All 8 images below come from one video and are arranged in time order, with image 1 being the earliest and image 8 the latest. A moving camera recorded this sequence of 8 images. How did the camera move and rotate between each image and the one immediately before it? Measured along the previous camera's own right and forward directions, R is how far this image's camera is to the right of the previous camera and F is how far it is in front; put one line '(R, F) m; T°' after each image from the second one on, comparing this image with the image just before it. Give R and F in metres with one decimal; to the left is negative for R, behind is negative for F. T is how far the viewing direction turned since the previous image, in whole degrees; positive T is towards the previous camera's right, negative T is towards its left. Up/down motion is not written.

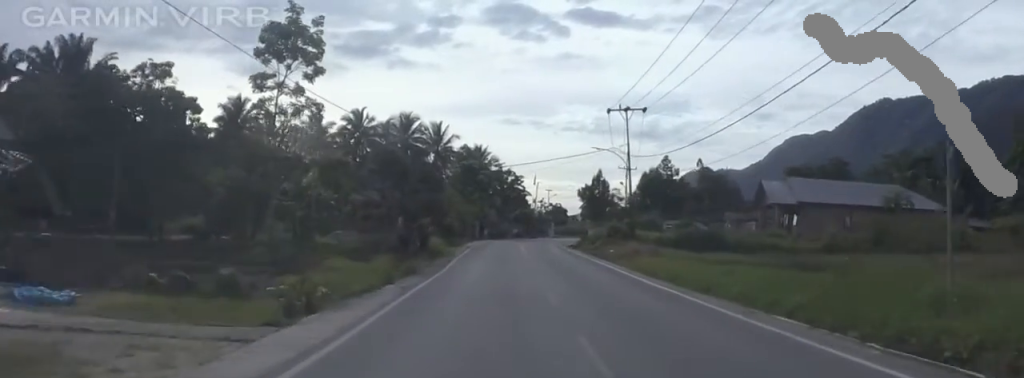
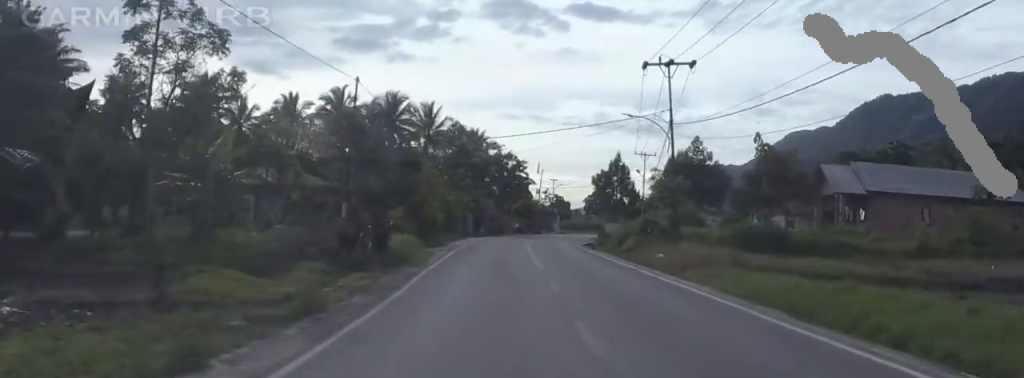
(+0.4, +15.1) m; 0°
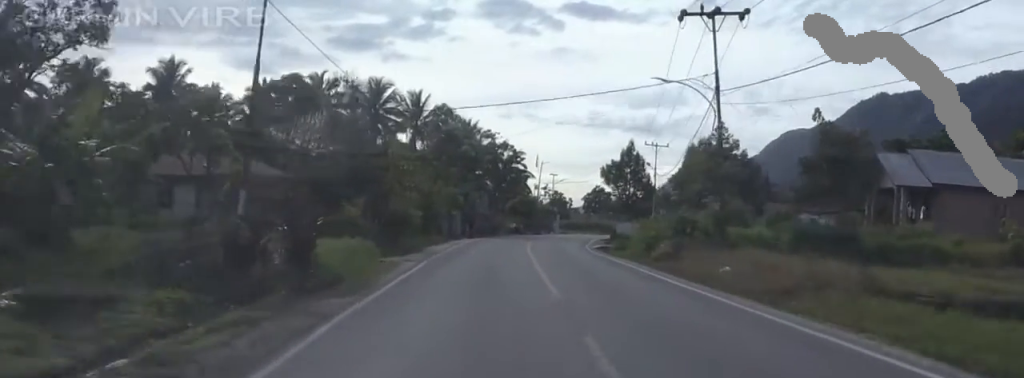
(-0.2, +10.5) m; 0°
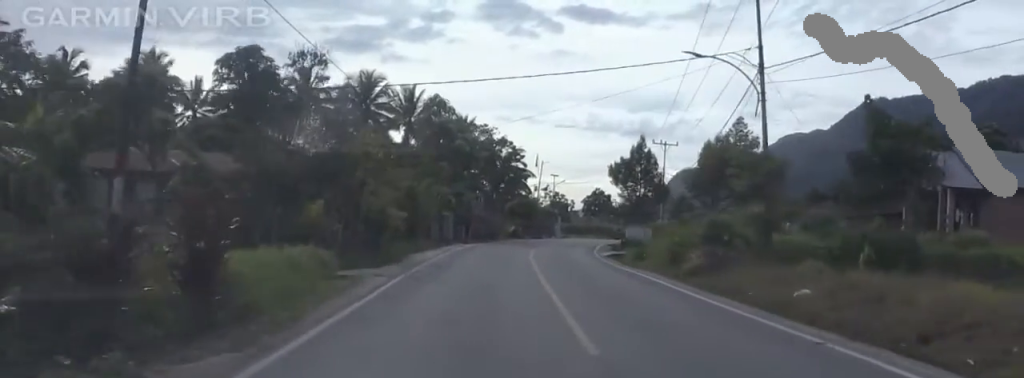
(-0.4, +5.8) m; 0°
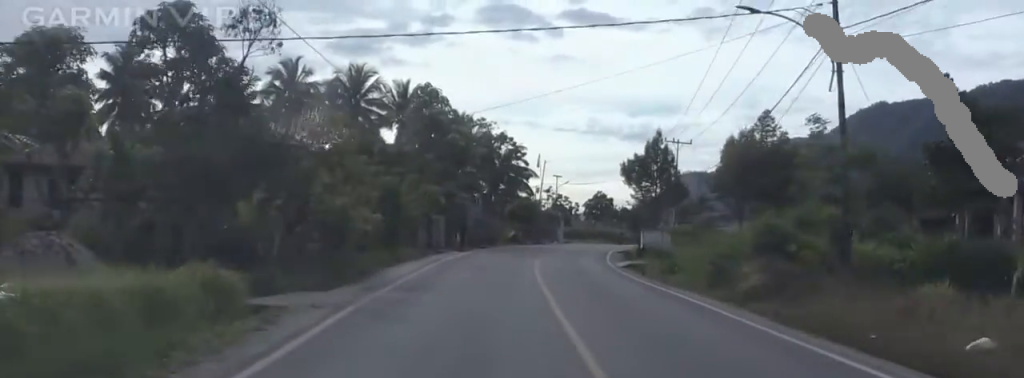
(+0.1, +6.5) m; 0°
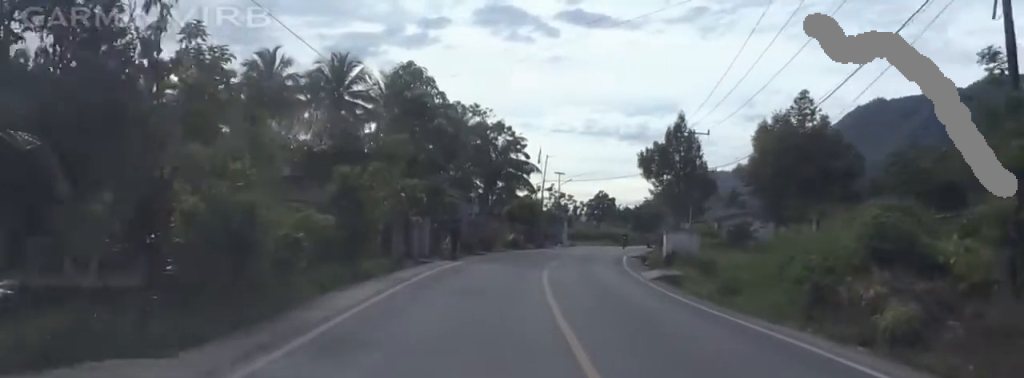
(+0.5, +7.8) m; 0°
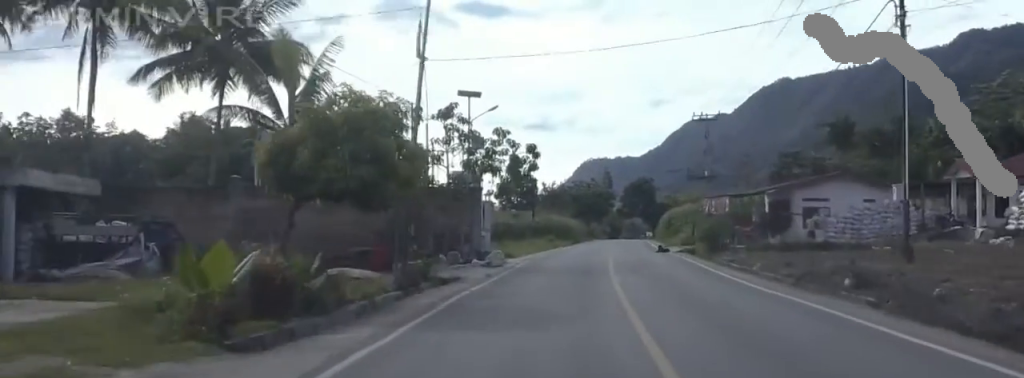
(+4.1, +49.5) m; +9°
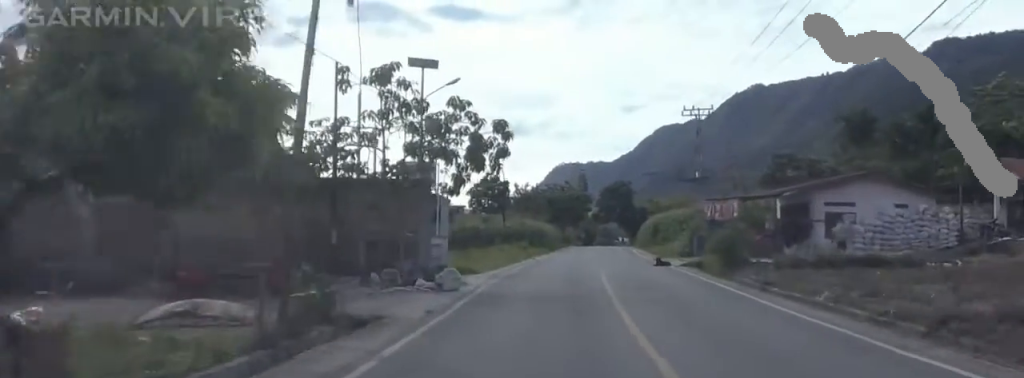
(+0.7, +8.4) m; 0°
